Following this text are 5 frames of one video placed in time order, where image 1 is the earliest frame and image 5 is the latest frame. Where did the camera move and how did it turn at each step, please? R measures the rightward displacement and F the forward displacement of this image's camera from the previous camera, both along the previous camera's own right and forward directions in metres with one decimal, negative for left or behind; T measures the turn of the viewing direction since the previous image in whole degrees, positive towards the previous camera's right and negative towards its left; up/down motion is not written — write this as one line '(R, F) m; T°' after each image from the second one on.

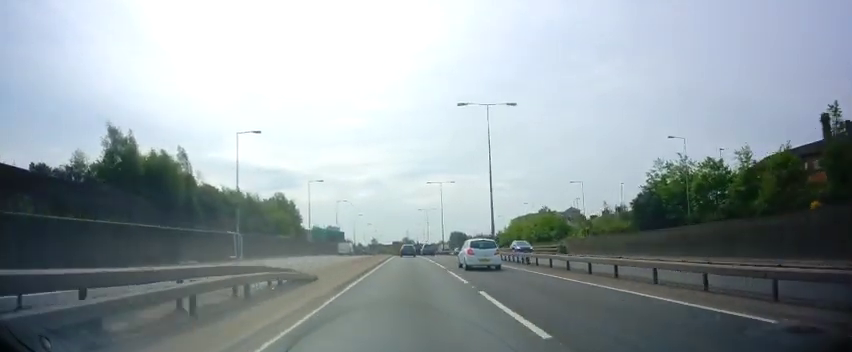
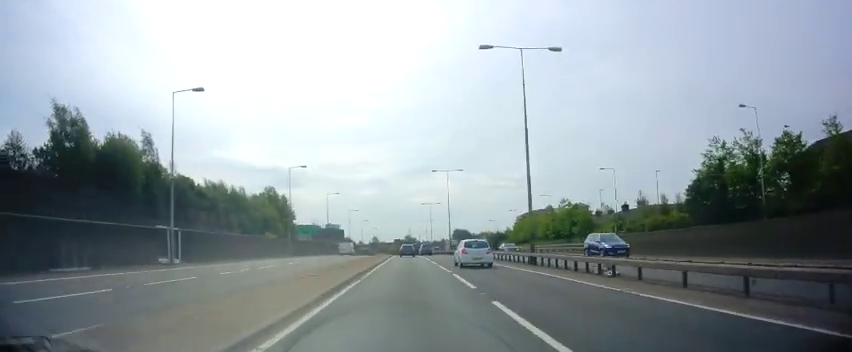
(+0.1, +11.2) m; 0°
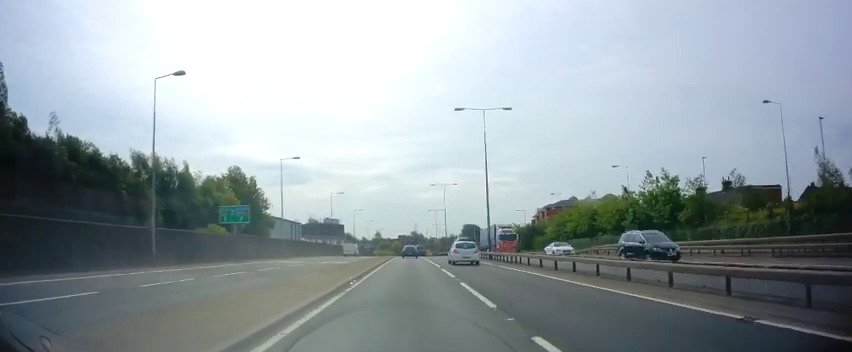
(-0.4, +30.6) m; -1°
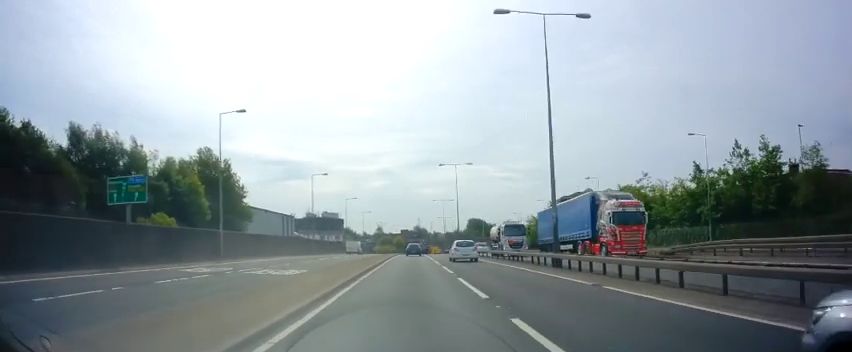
(+0.4, +16.5) m; 0°
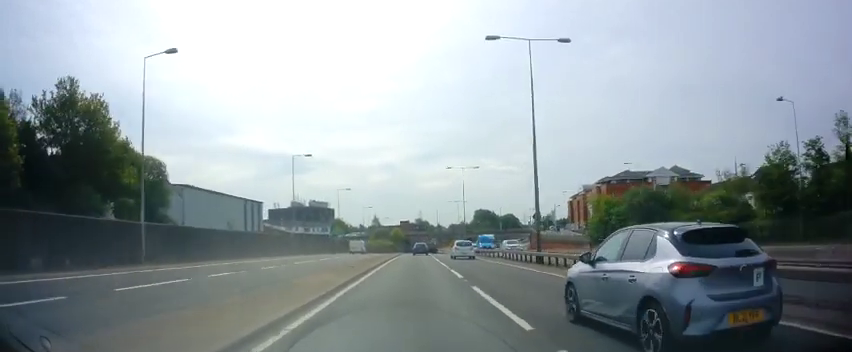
(-0.7, +40.1) m; 0°
